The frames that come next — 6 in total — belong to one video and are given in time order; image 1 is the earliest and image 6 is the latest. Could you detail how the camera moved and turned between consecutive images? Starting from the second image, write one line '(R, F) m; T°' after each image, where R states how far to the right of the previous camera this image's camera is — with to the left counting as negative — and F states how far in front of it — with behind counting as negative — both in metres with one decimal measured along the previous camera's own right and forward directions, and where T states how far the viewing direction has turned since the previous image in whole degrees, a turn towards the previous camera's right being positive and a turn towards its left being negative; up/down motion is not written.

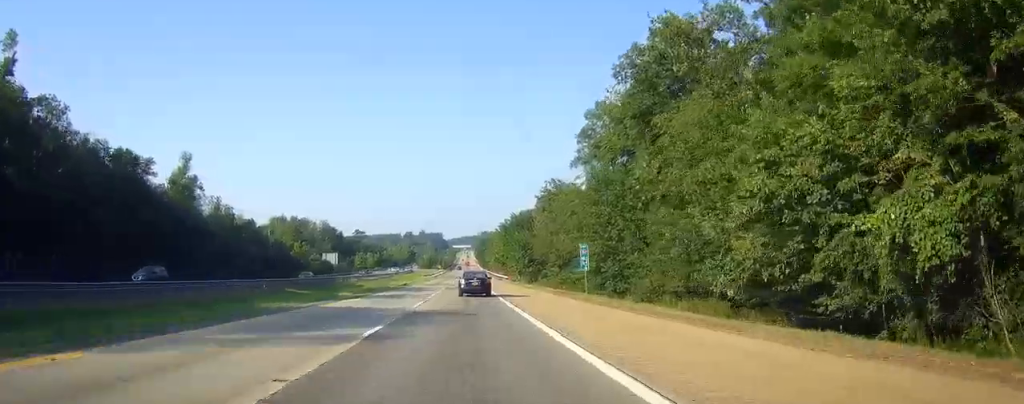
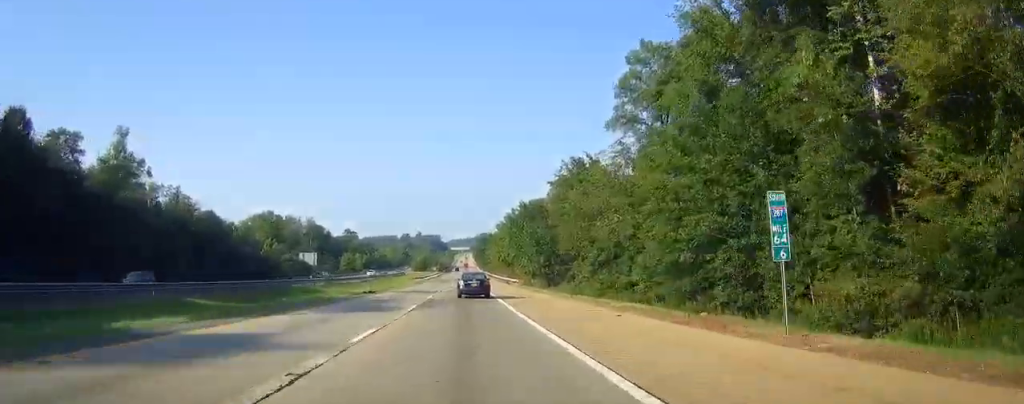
(0.0, +26.1) m; 0°
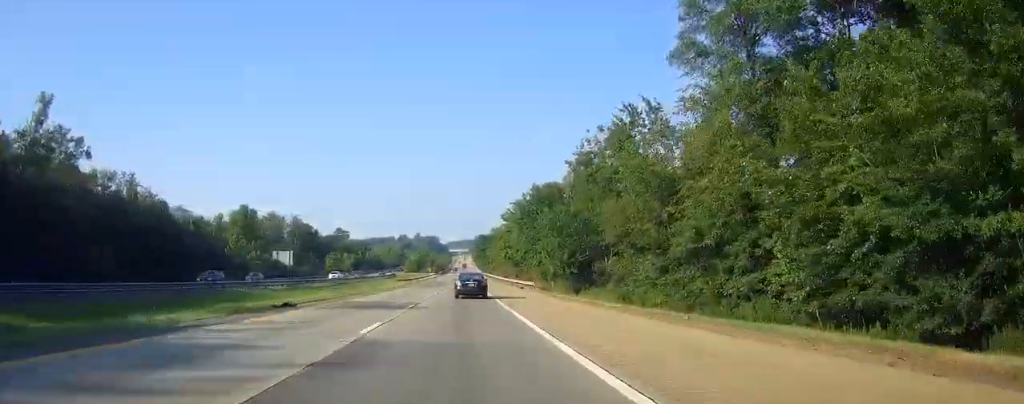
(0.0, +23.2) m; 0°
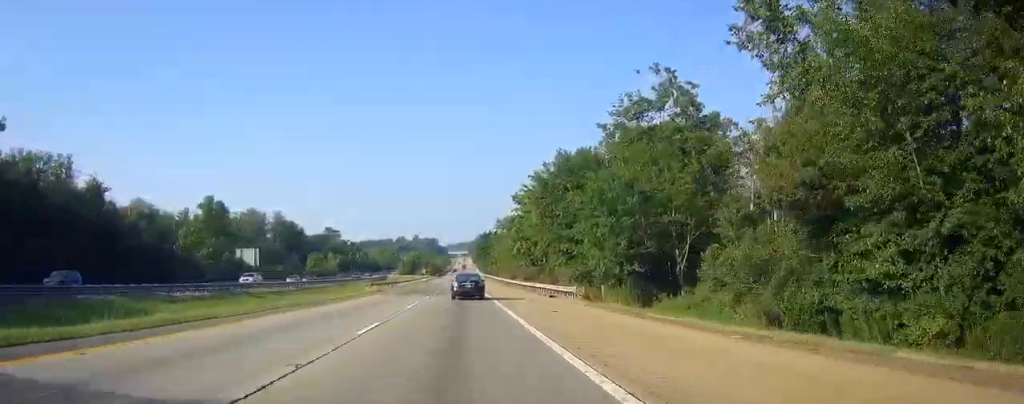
(0.0, +25.1) m; 0°
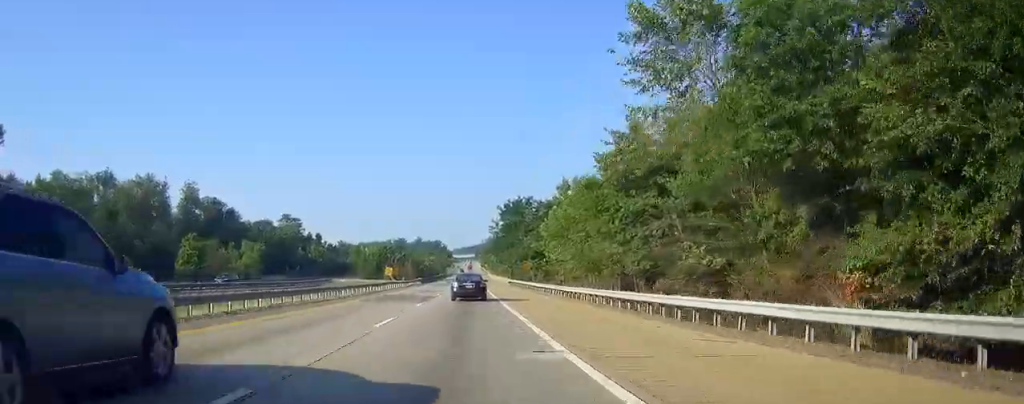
(-0.7, +85.4) m; -1°
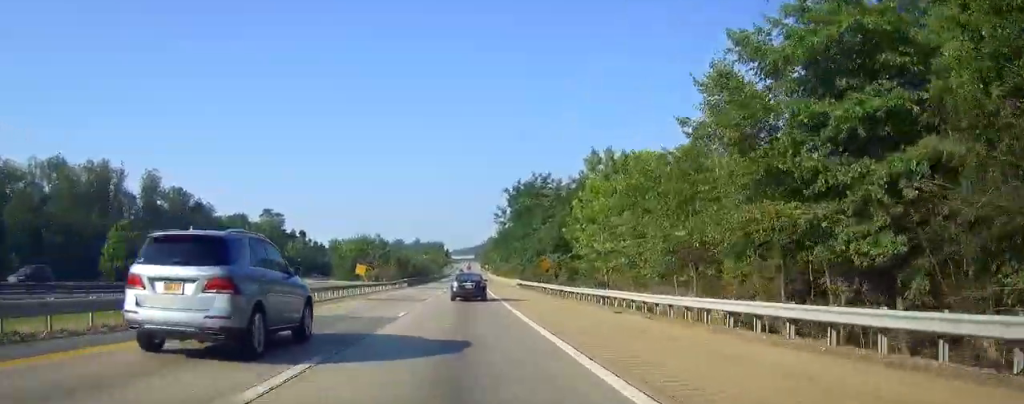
(-0.2, +21.5) m; 0°
